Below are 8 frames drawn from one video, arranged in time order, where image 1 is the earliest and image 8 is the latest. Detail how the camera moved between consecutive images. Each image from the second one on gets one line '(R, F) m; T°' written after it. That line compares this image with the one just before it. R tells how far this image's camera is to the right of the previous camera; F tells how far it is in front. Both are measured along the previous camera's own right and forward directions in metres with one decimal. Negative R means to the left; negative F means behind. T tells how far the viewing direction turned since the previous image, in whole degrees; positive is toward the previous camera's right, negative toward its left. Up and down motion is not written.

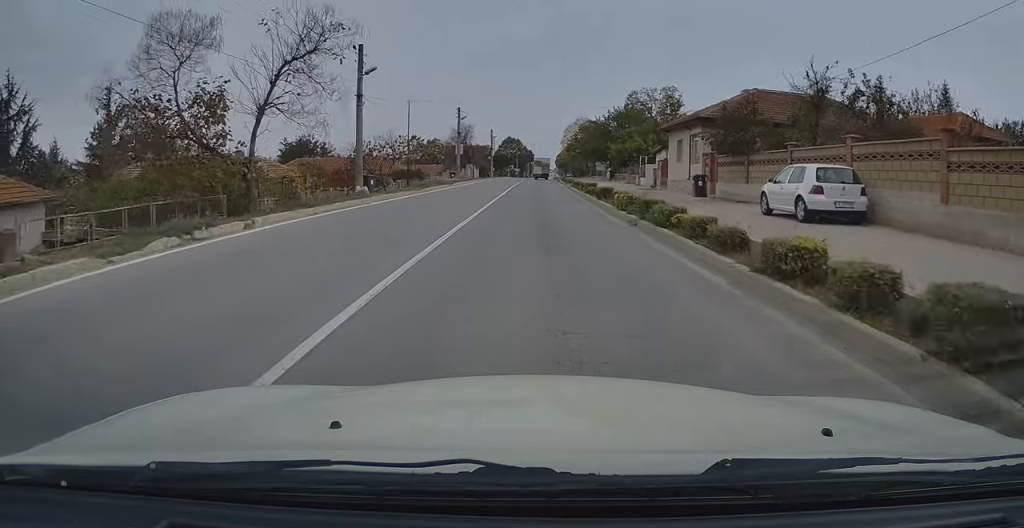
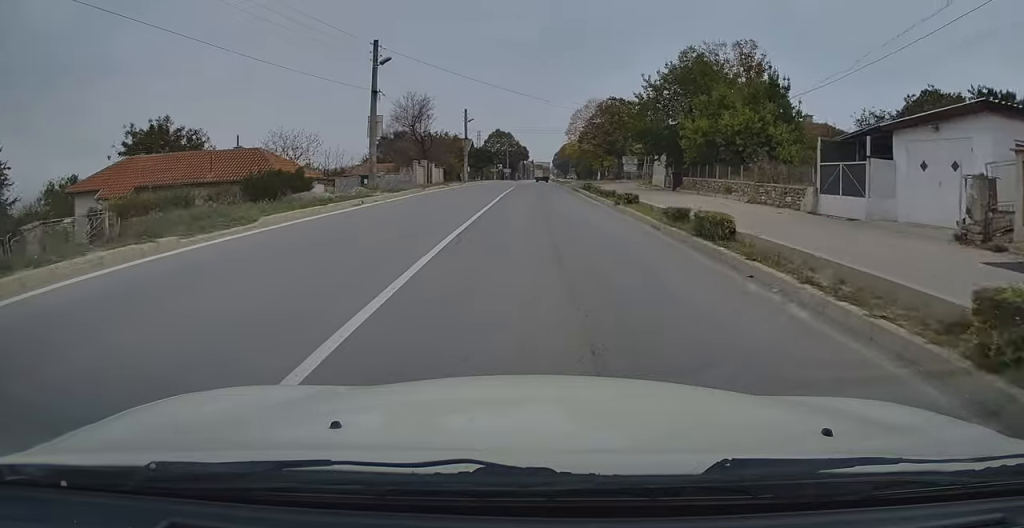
(0.0, +33.5) m; 0°
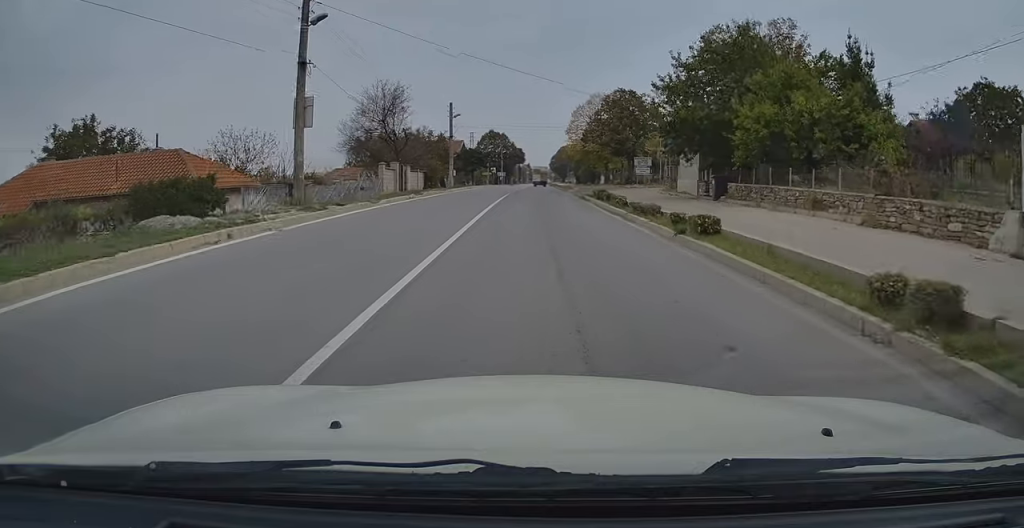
(0.0, +9.4) m; 0°
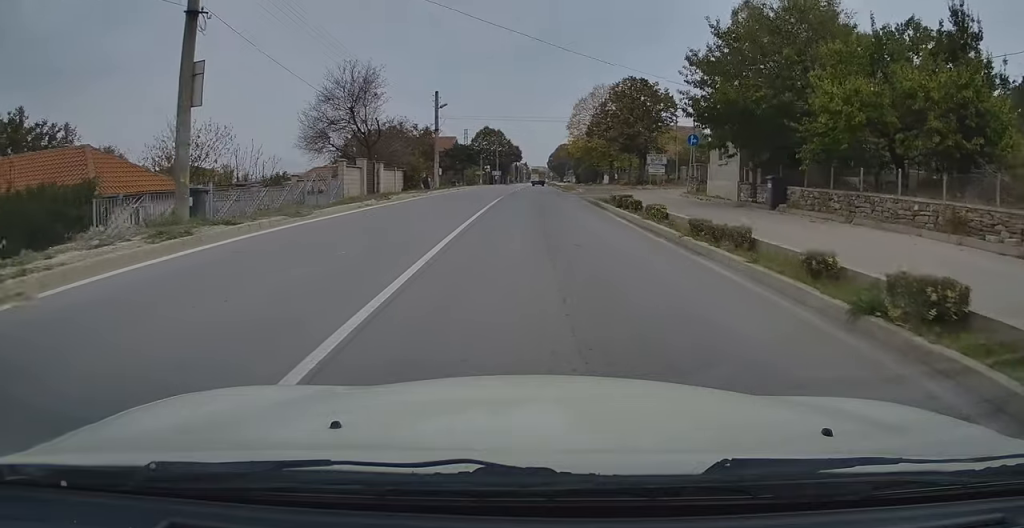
(+0.1, +7.3) m; 0°
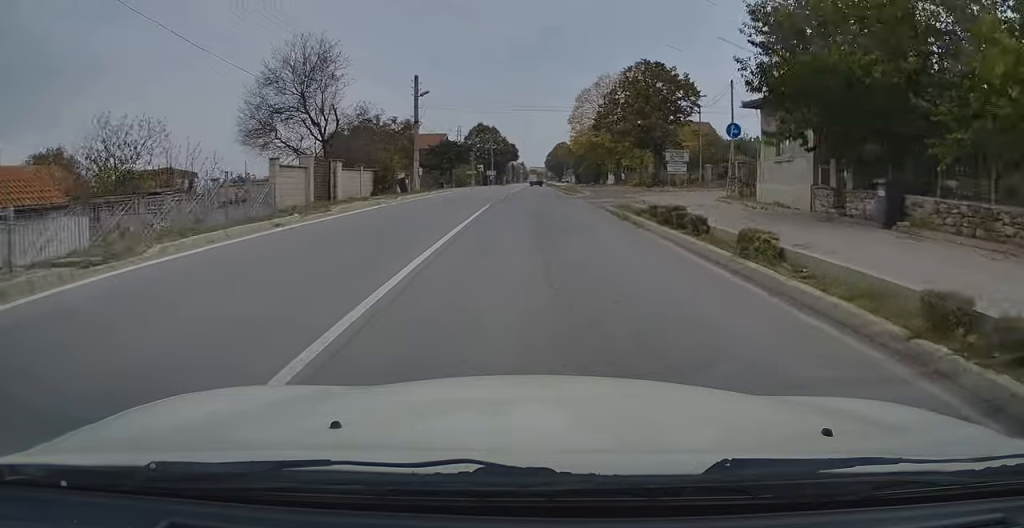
(0.0, +7.7) m; 0°
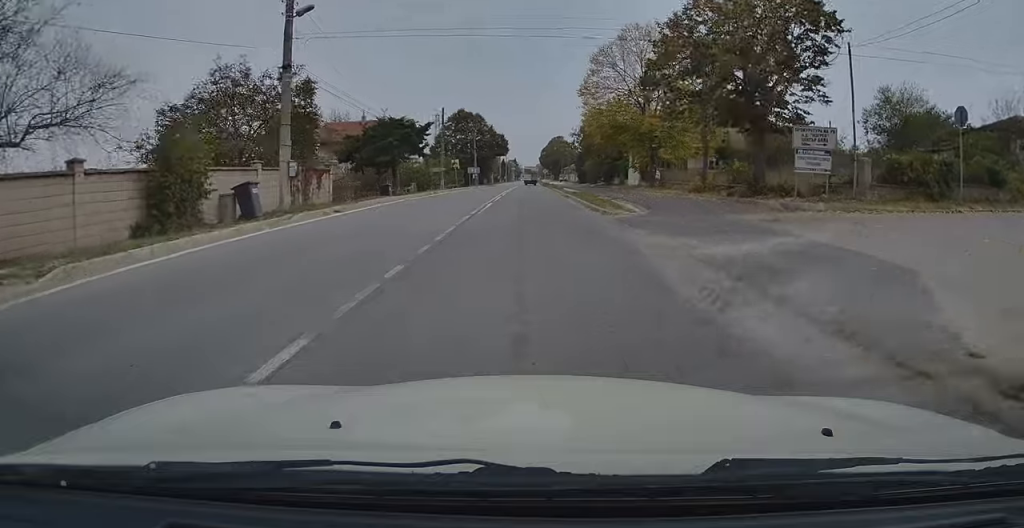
(+0.3, +21.3) m; +1°
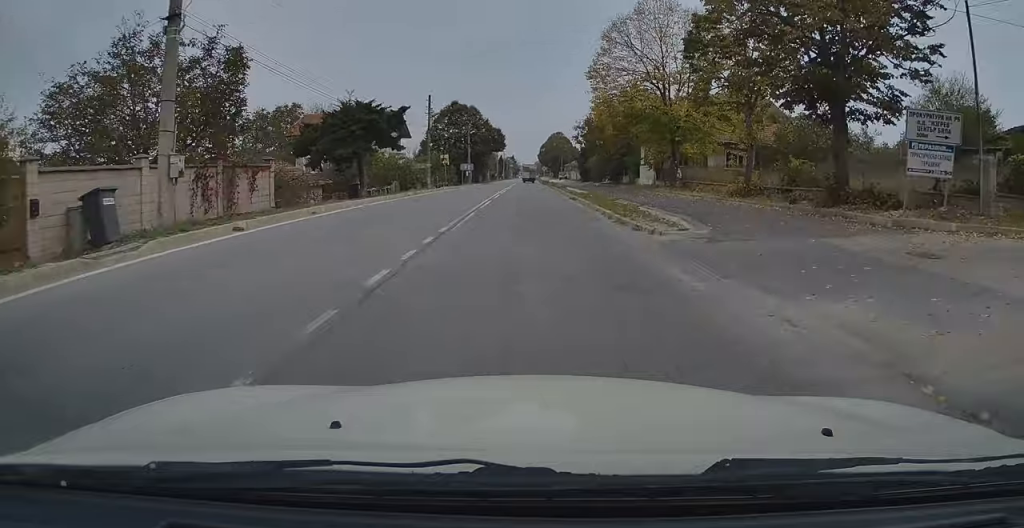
(-0.1, +6.8) m; 0°
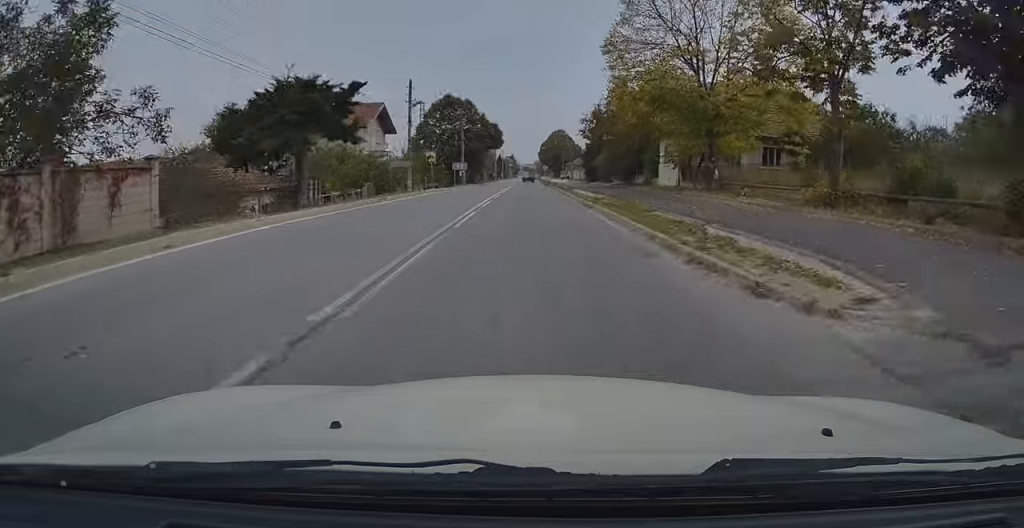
(0.0, +7.7) m; 0°
